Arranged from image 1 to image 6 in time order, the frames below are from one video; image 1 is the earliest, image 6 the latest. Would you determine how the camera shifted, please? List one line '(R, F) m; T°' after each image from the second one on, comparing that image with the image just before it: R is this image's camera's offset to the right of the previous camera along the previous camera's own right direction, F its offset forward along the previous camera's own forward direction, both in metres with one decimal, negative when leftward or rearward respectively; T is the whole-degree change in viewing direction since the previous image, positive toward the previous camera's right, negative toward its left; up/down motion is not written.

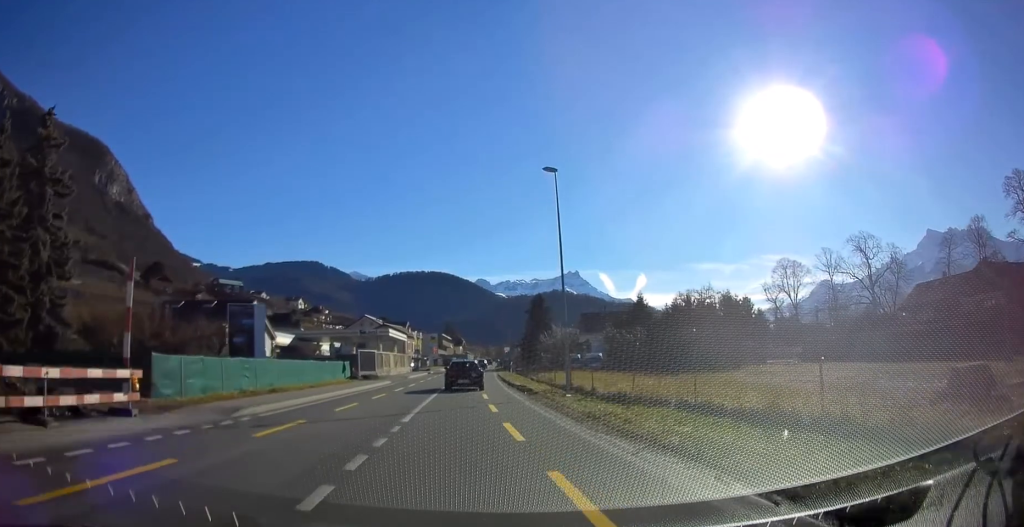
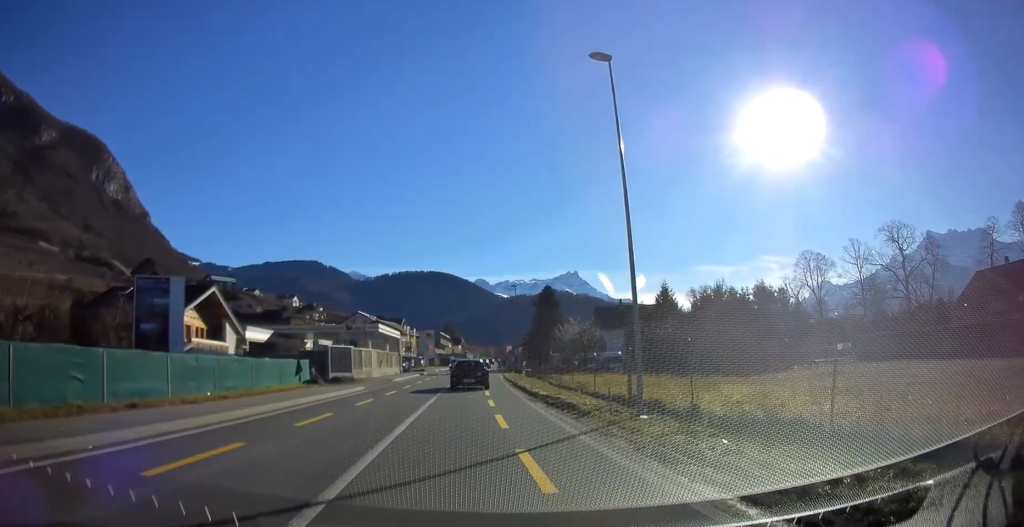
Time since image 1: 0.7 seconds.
(+0.3, +9.7) m; 0°
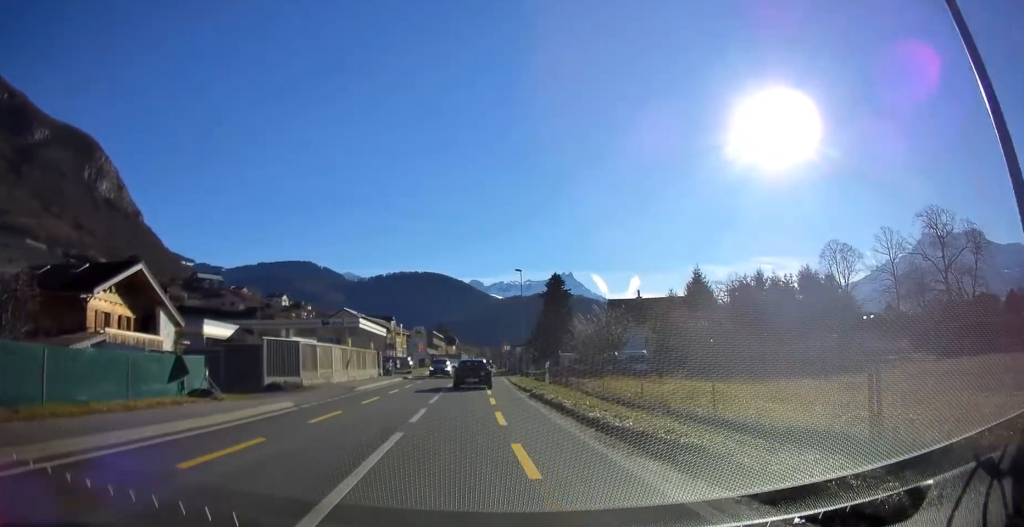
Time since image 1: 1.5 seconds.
(-0.1, +11.4) m; 0°
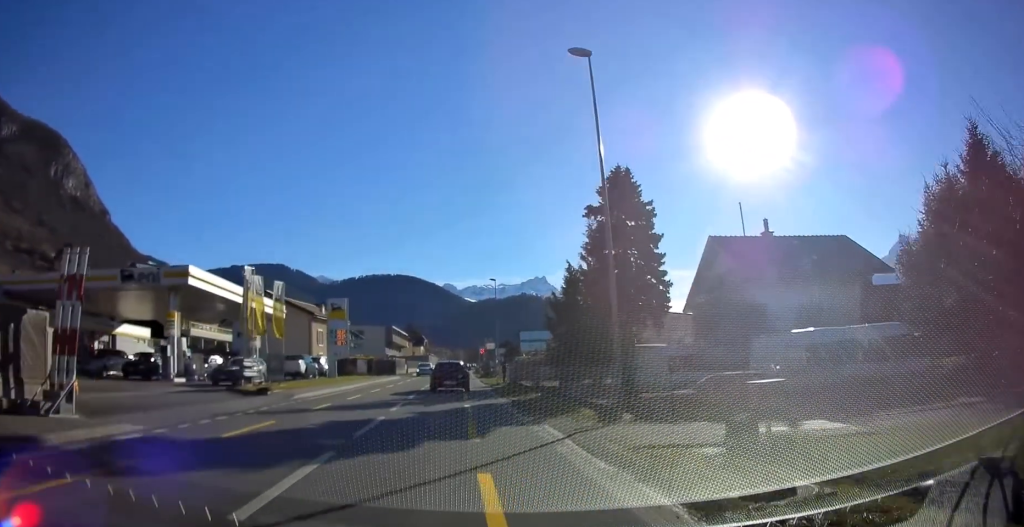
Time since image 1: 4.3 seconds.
(+0.6, +38.2) m; +2°
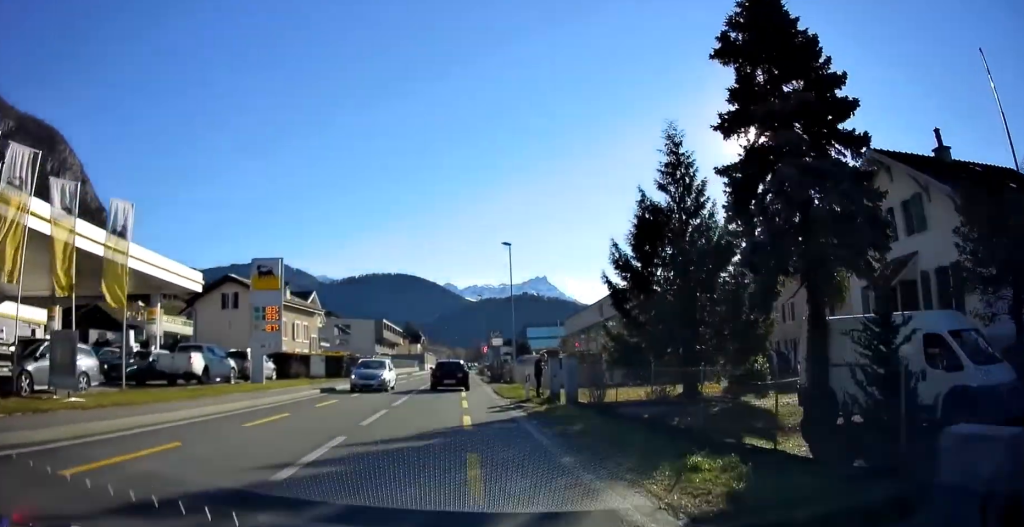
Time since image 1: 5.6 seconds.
(+0.1, +16.5) m; 0°
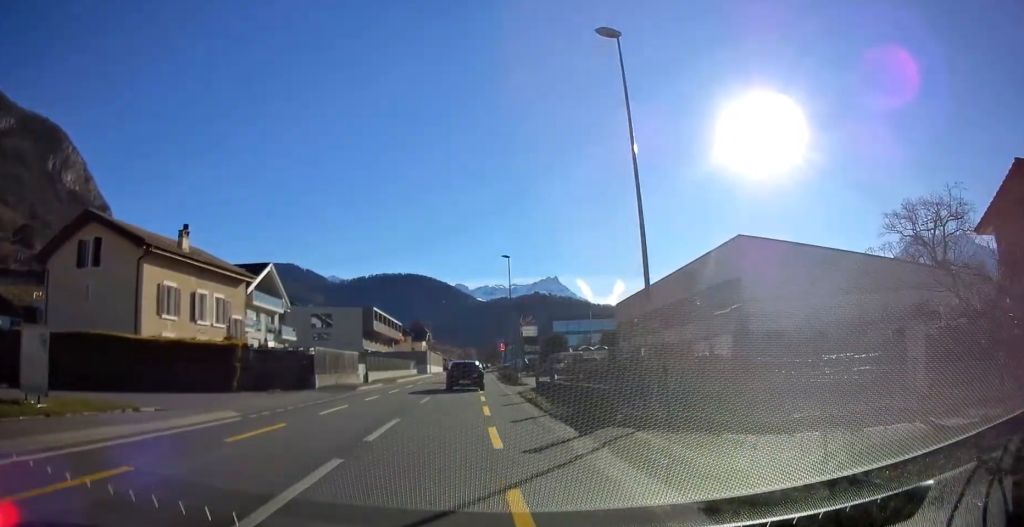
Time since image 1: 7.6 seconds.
(0.0, +26.5) m; -1°
